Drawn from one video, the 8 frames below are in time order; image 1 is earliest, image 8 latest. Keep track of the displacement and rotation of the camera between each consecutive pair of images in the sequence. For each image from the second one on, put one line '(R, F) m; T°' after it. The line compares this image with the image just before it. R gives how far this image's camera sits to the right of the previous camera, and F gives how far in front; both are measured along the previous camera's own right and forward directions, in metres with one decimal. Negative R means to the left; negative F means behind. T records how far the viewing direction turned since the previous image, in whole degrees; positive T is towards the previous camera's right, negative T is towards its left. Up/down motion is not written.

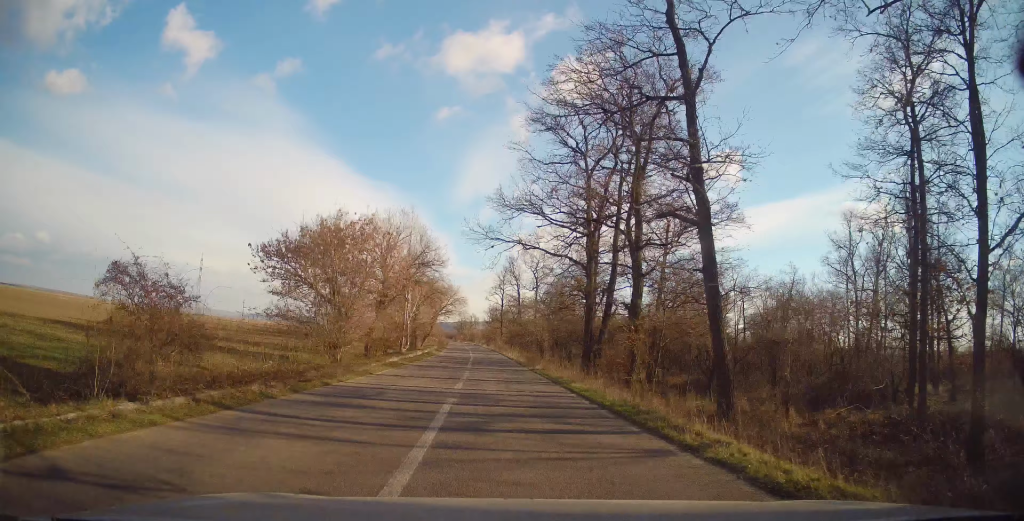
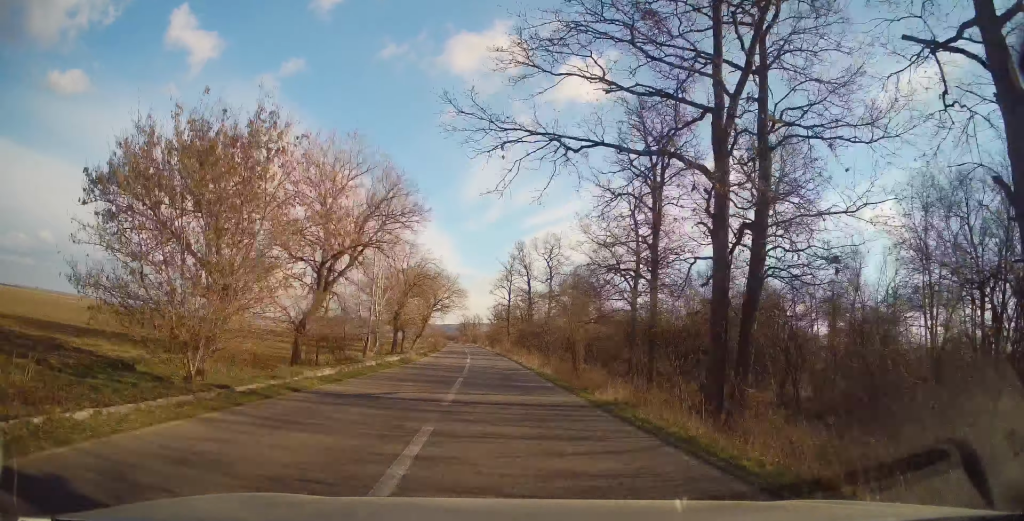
(+0.1, +15.6) m; -1°
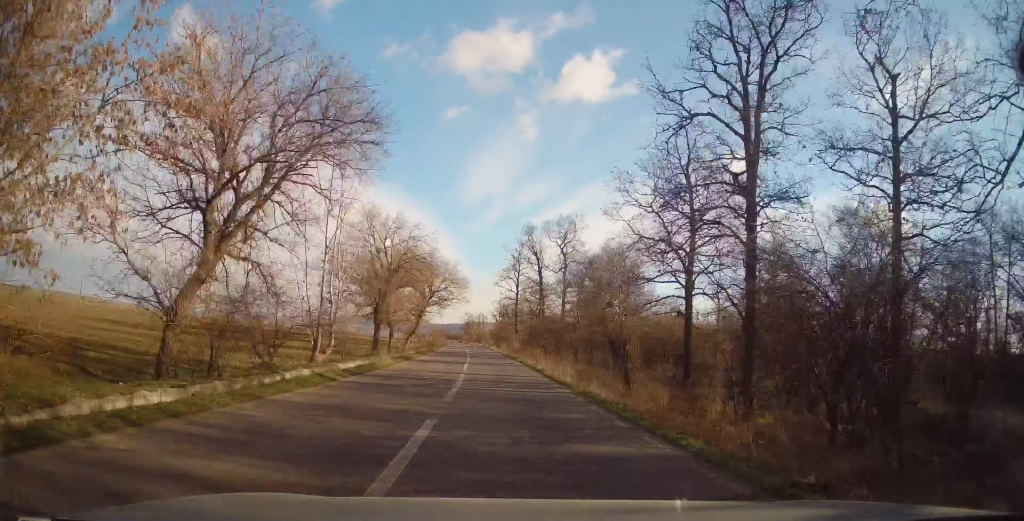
(-0.4, +11.5) m; 0°
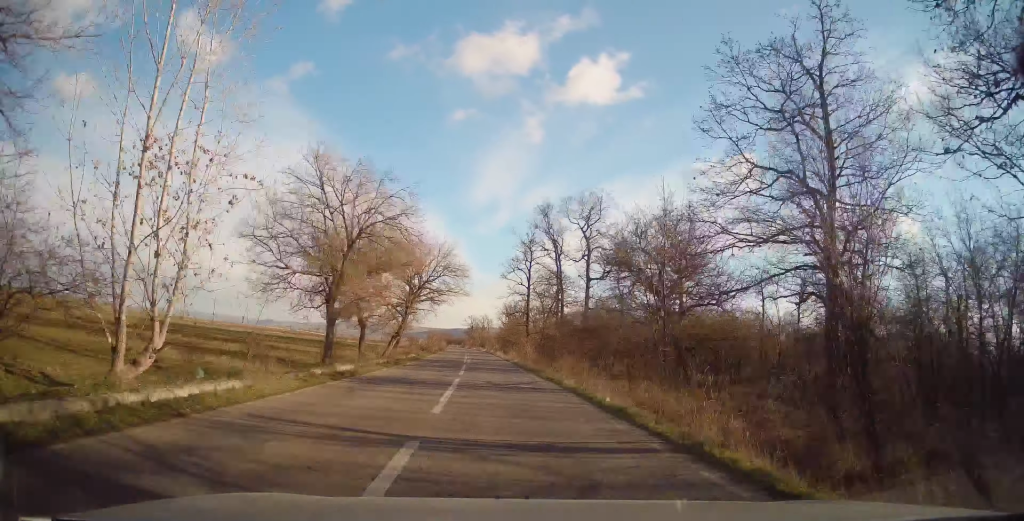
(-0.3, +14.0) m; 0°
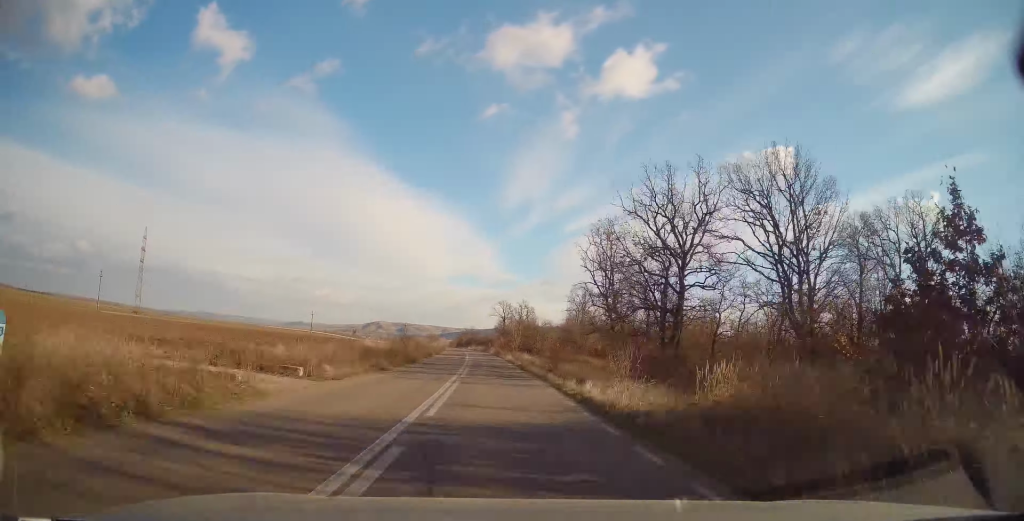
(-2.5, +87.8) m; -4°
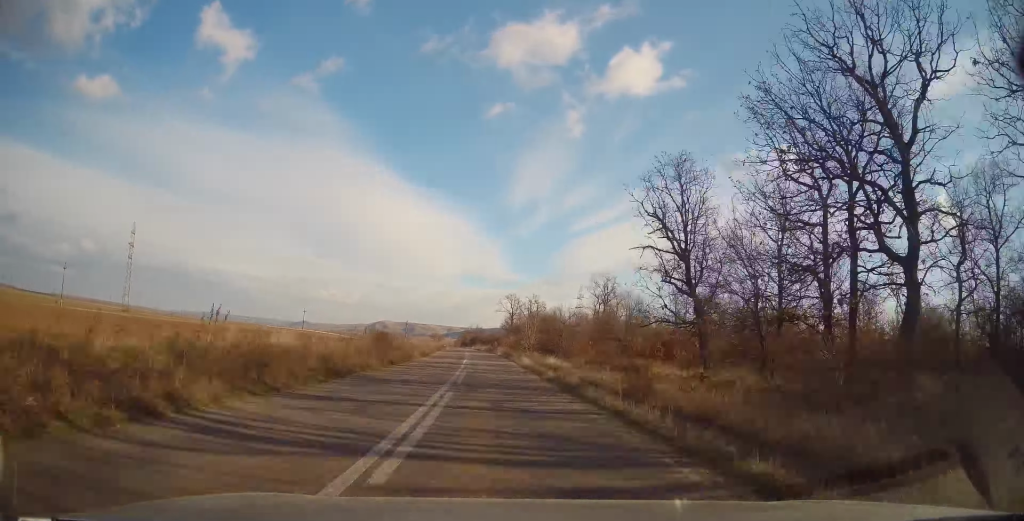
(+0.1, +17.1) m; 0°
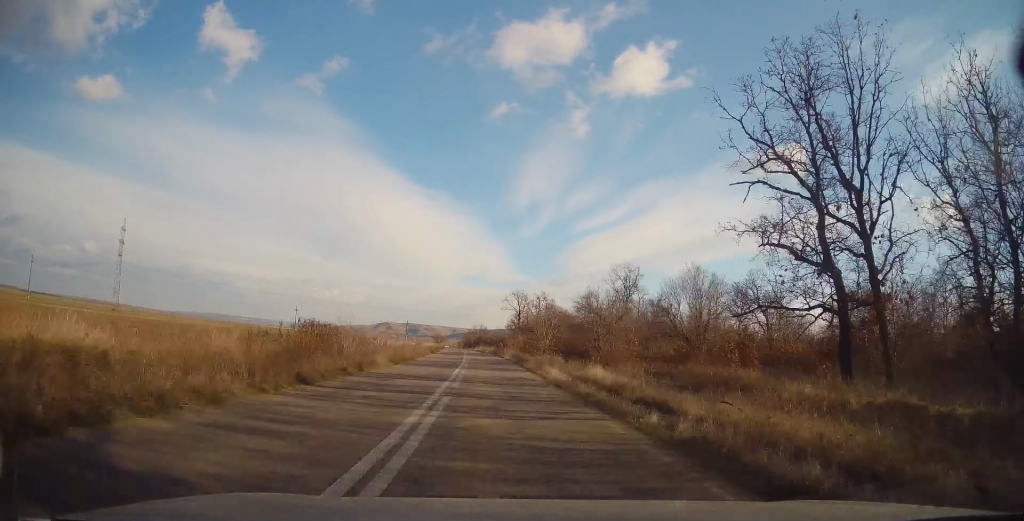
(0.0, +12.9) m; 0°
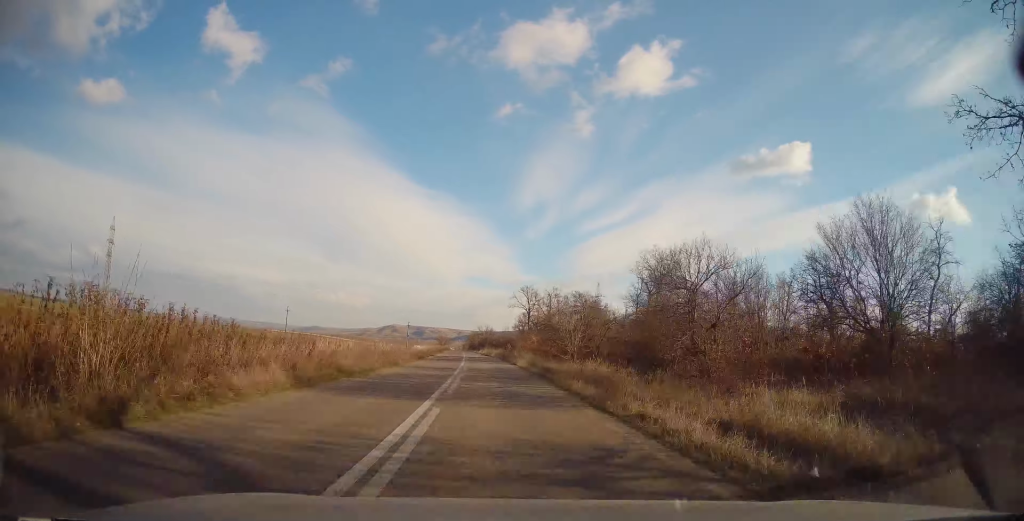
(0.0, +13.8) m; -1°
